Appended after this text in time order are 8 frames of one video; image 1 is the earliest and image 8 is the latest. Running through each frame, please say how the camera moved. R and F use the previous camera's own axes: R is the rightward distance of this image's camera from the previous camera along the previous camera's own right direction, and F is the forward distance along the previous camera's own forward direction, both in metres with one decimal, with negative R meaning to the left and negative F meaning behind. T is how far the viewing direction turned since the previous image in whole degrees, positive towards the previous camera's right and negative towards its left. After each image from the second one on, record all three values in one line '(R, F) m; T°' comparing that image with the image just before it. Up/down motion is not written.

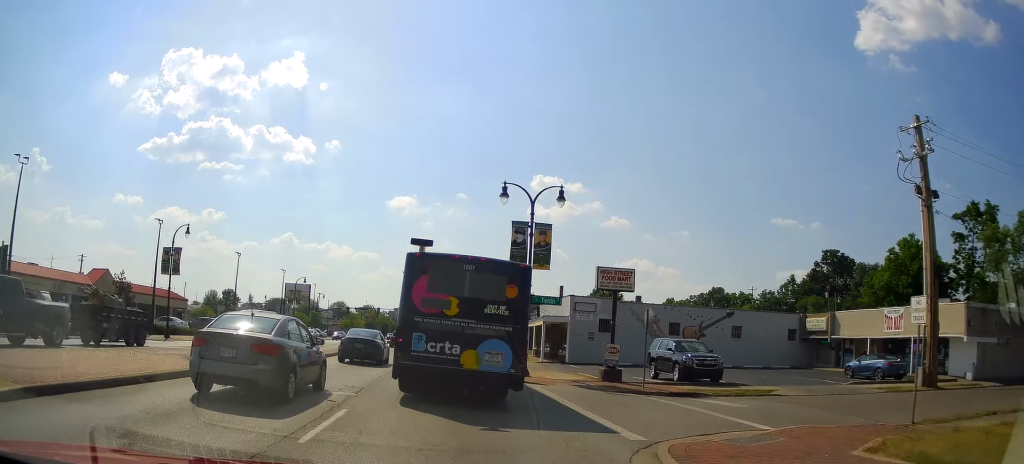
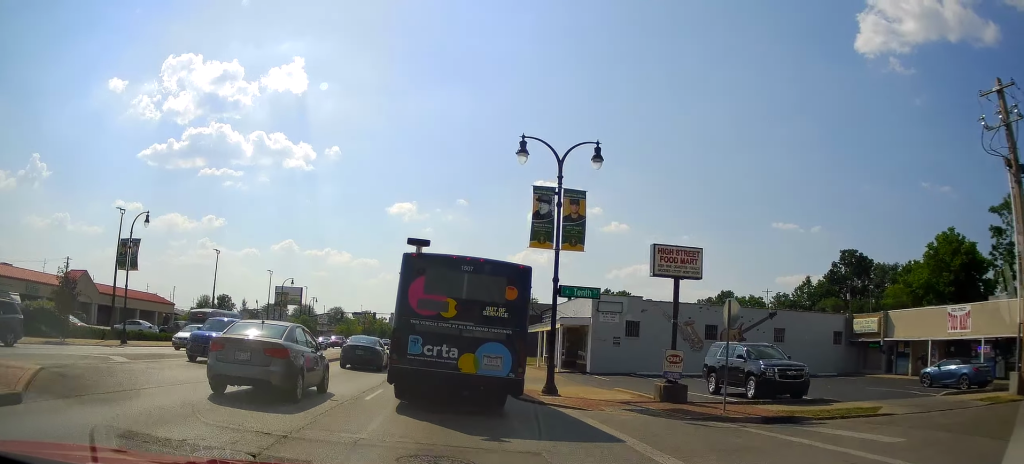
(+0.1, +6.7) m; +1°
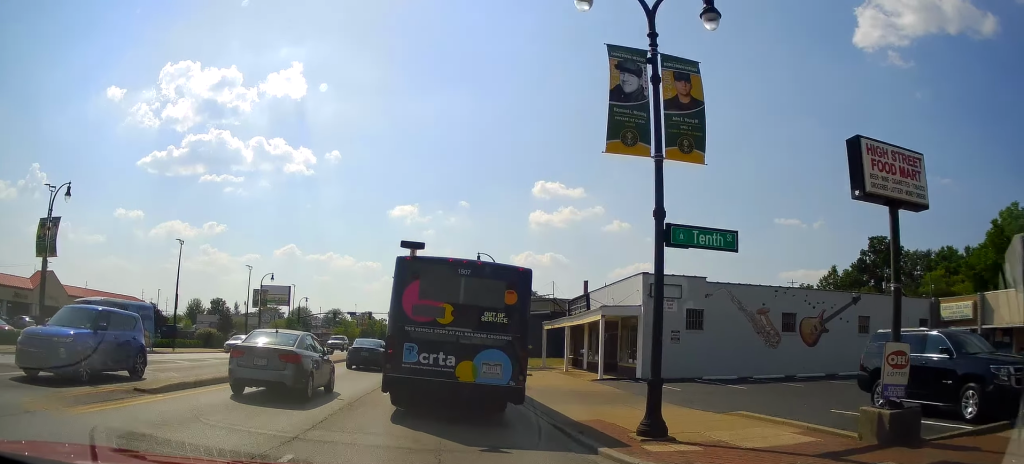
(-0.1, +9.5) m; 0°
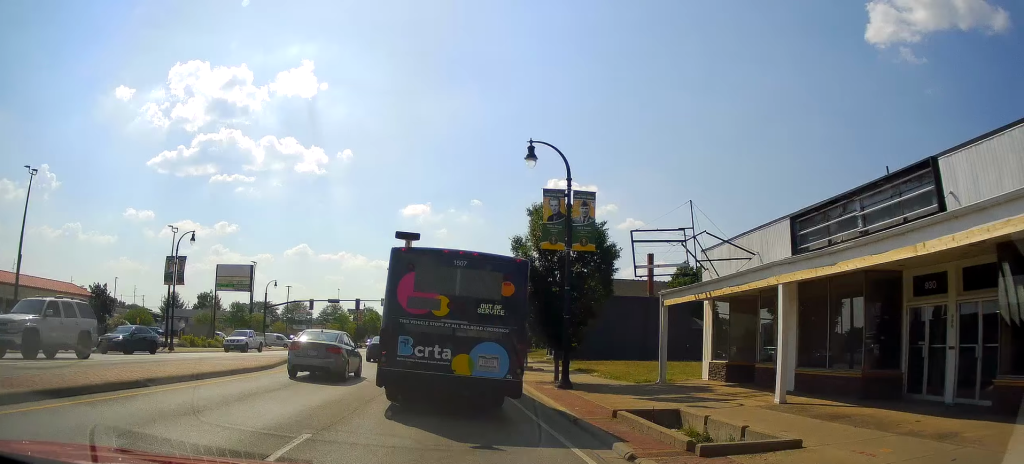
(-1.0, +23.5) m; -4°
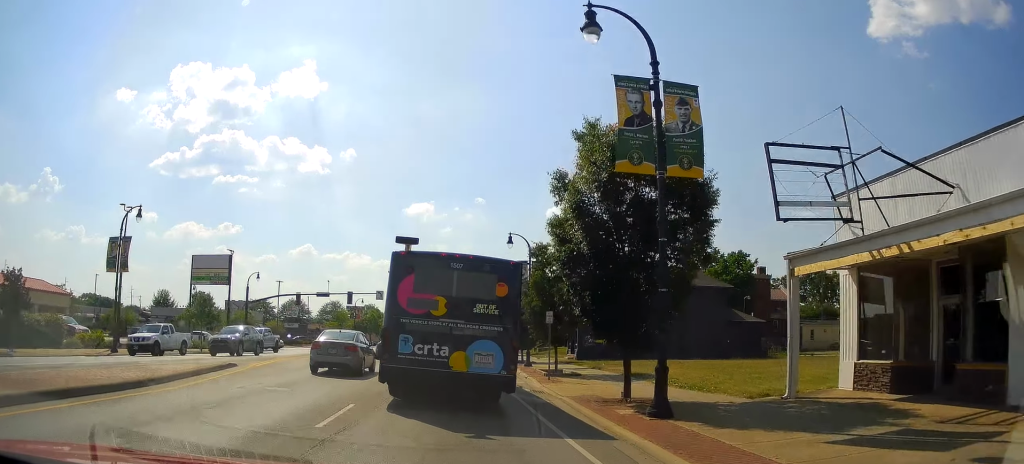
(0.0, +8.7) m; +2°
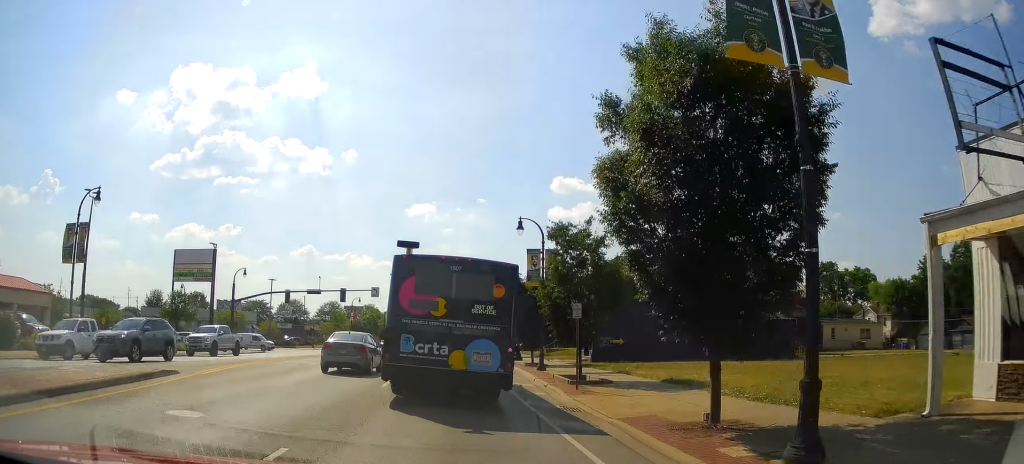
(+0.5, +4.9) m; 0°
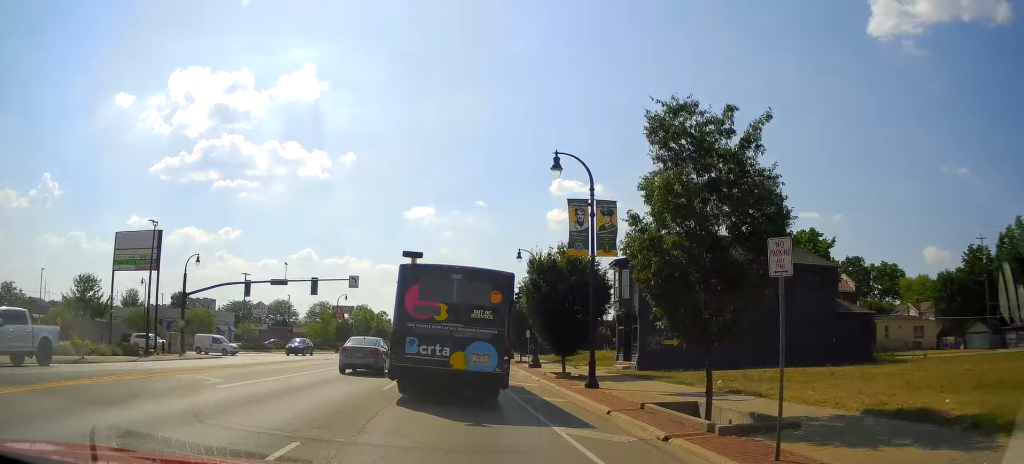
(-0.8, +11.9) m; -1°
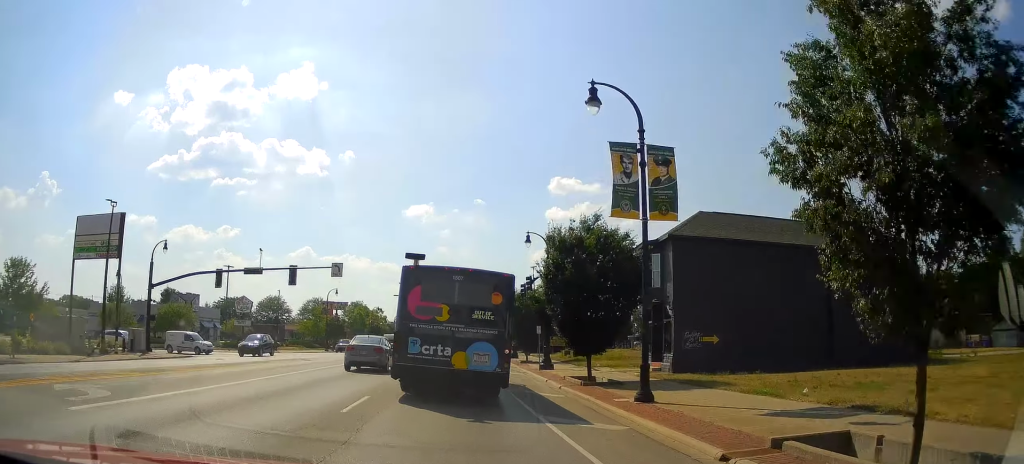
(+0.2, +5.9) m; +1°
